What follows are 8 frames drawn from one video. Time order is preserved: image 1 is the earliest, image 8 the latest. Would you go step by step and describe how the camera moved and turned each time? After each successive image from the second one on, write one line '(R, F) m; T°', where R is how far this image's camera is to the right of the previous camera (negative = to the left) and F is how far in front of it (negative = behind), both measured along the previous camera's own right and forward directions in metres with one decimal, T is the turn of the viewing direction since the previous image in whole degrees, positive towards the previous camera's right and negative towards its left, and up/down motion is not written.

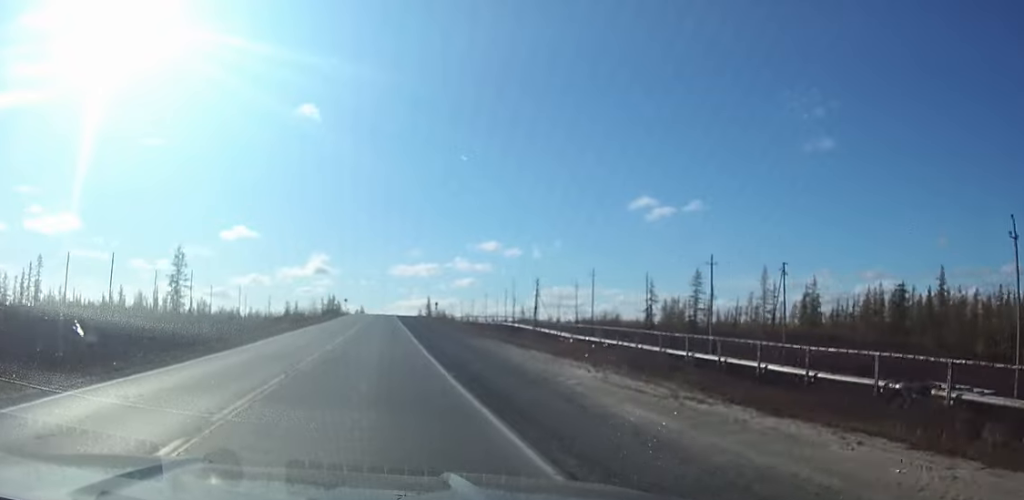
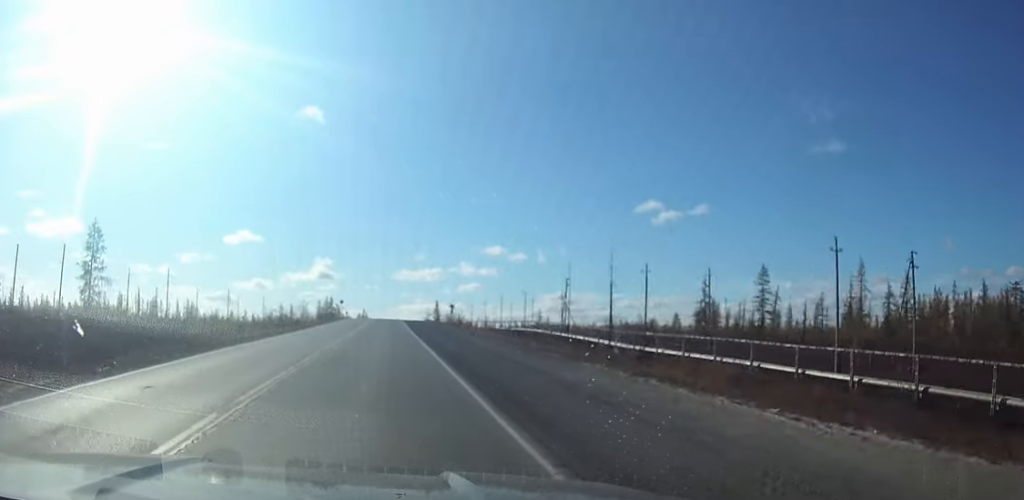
(0.0, +22.3) m; 0°
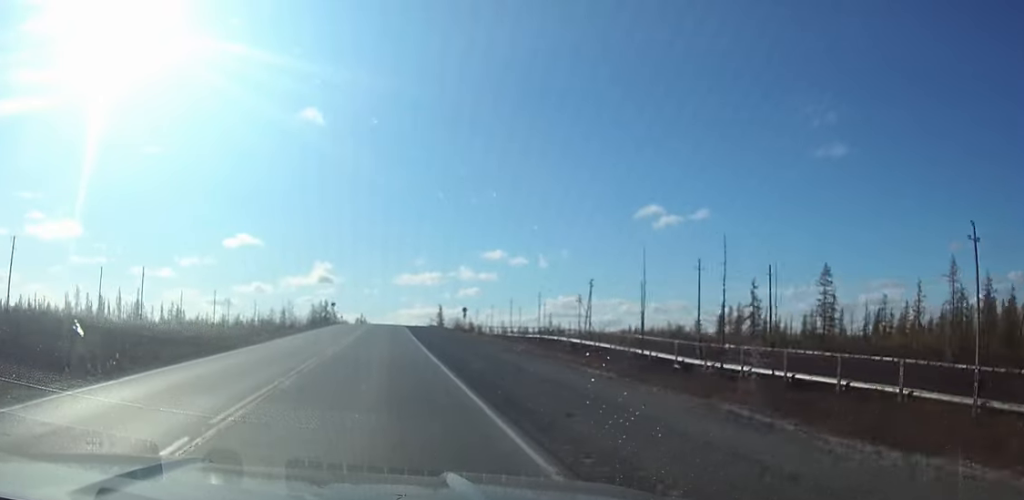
(0.0, +17.6) m; 0°
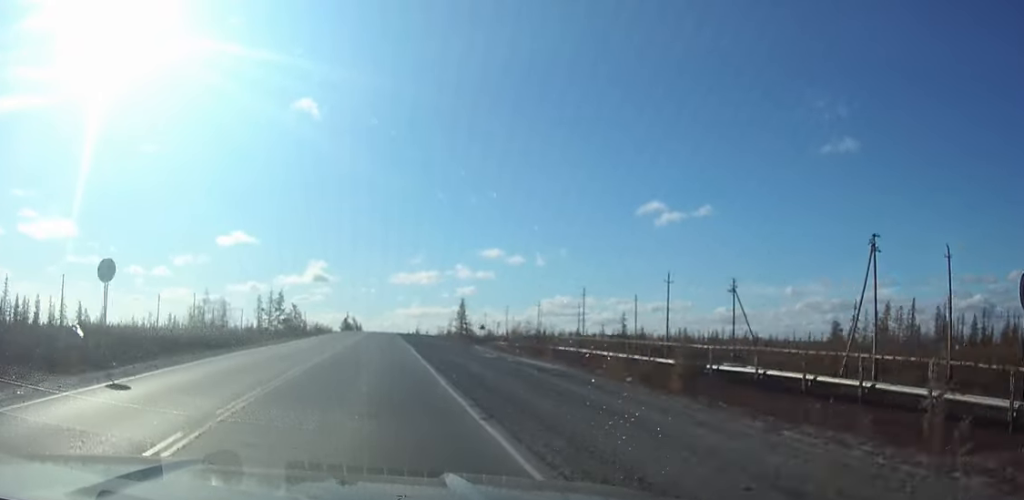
(+0.3, +74.5) m; 0°
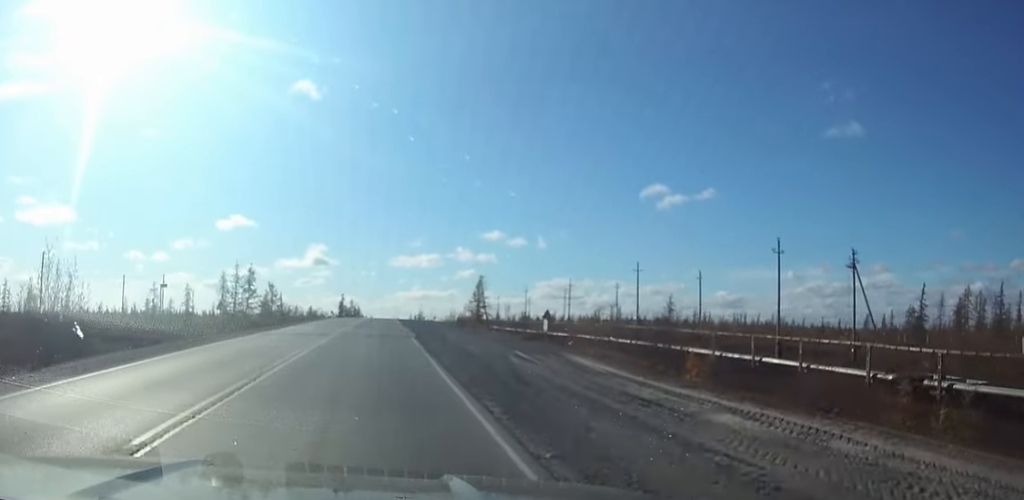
(0.0, +23.6) m; 0°
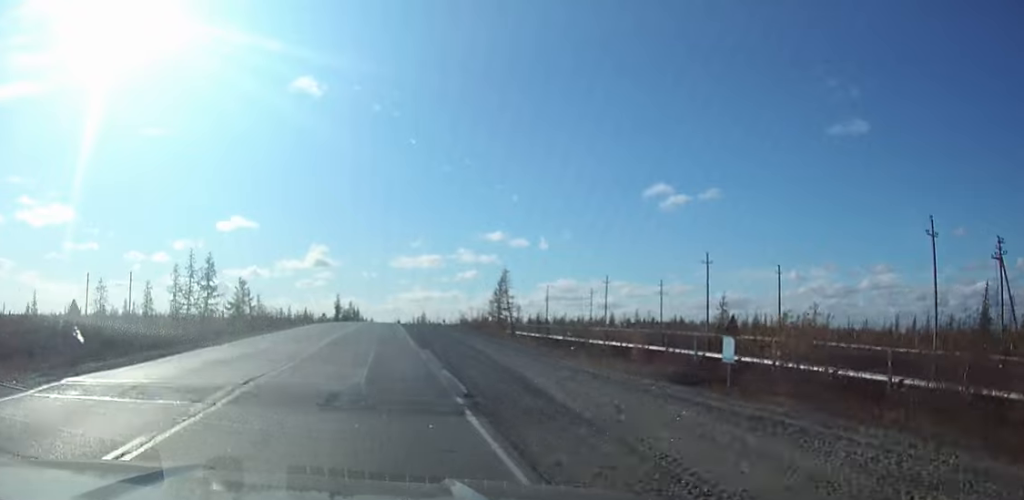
(0.0, +19.9) m; 0°
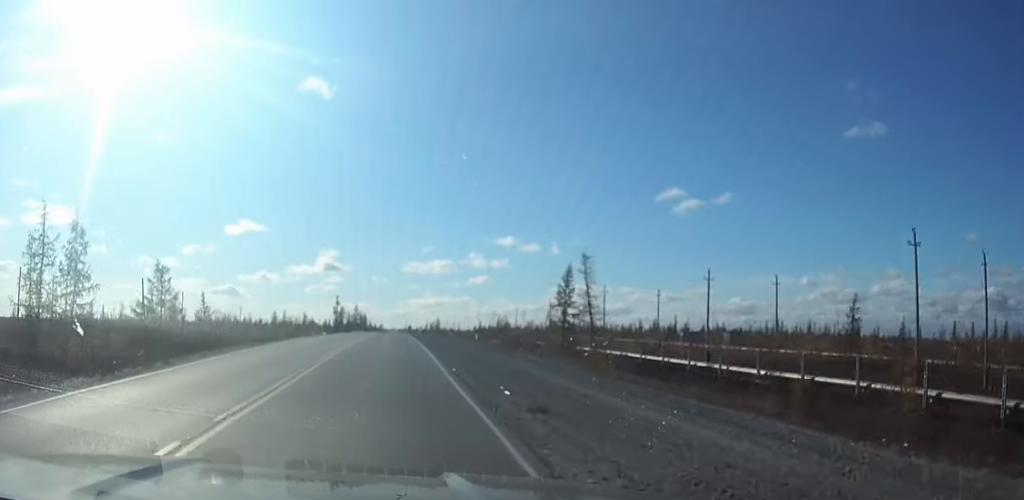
(-0.3, +33.7) m; -1°
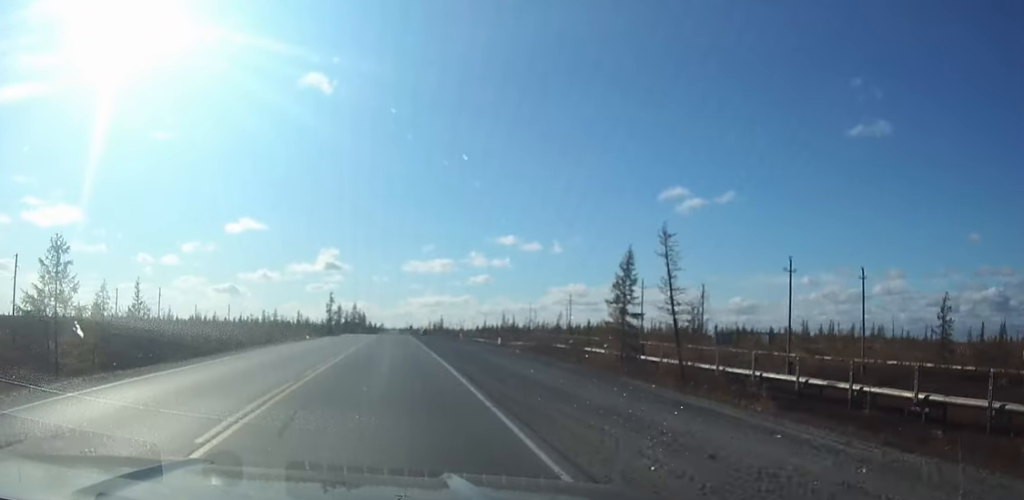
(0.0, +17.1) m; 0°
